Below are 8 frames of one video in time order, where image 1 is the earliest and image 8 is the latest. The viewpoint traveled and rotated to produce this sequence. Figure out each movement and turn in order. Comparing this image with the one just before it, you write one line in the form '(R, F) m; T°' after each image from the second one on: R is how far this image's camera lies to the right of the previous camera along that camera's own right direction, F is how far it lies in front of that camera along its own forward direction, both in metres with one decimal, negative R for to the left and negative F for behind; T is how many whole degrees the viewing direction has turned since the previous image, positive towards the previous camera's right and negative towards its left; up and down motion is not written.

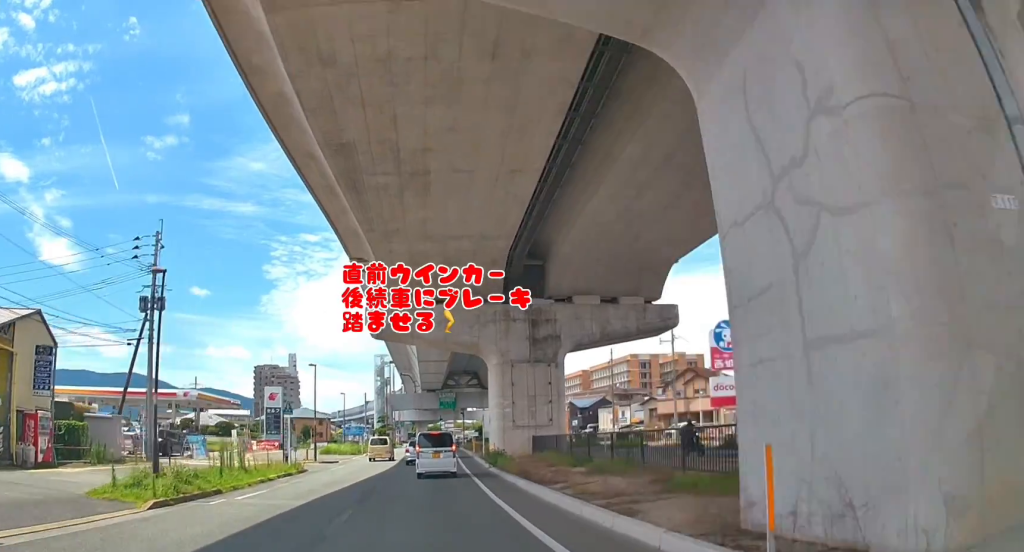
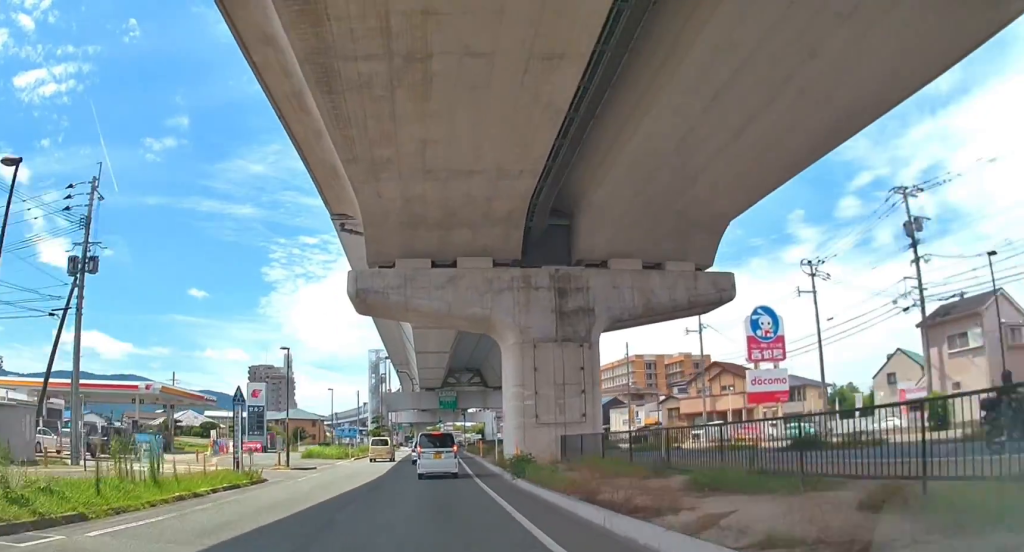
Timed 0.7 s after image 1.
(-0.1, +8.4) m; 0°
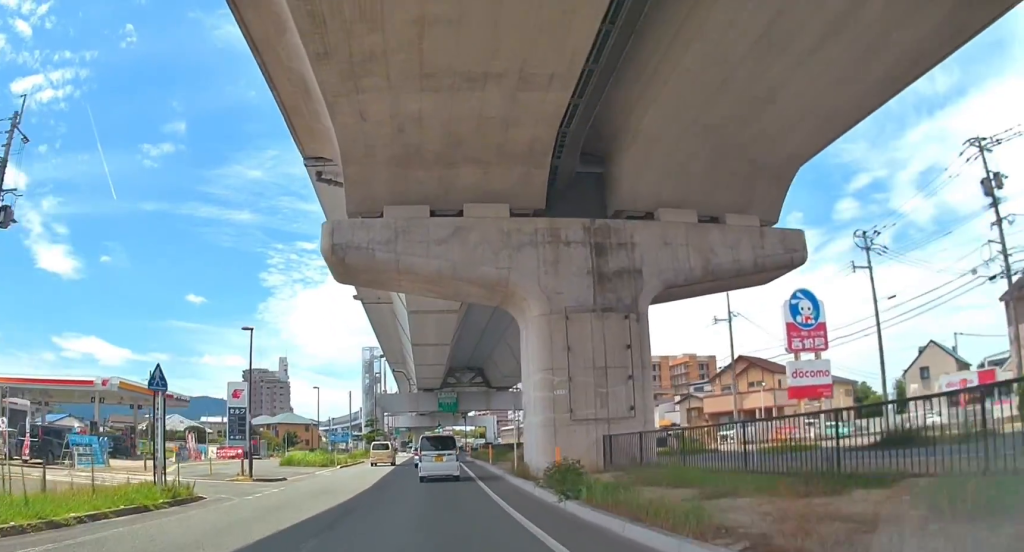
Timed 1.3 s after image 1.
(0.0, +7.0) m; 0°
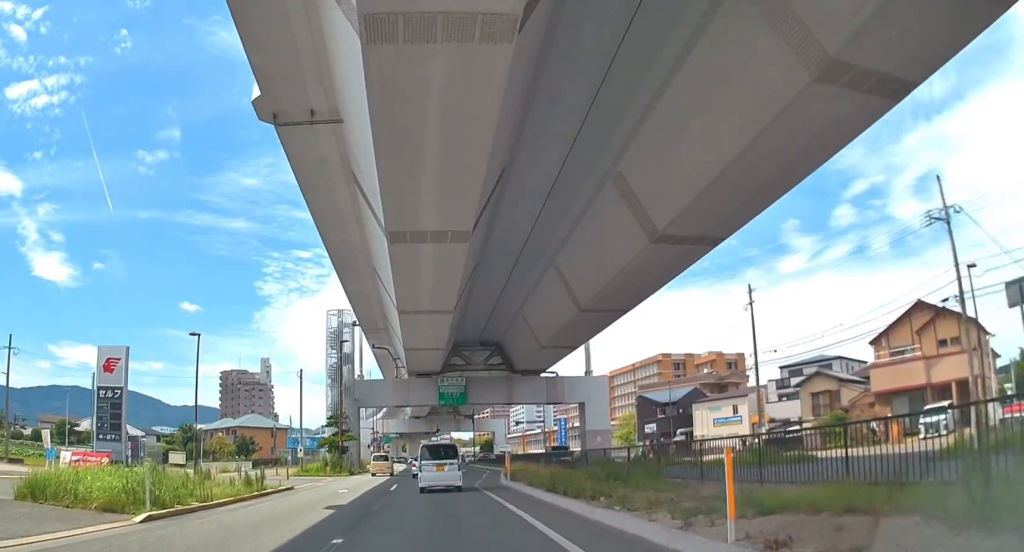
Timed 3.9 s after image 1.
(+0.2, +29.2) m; +2°
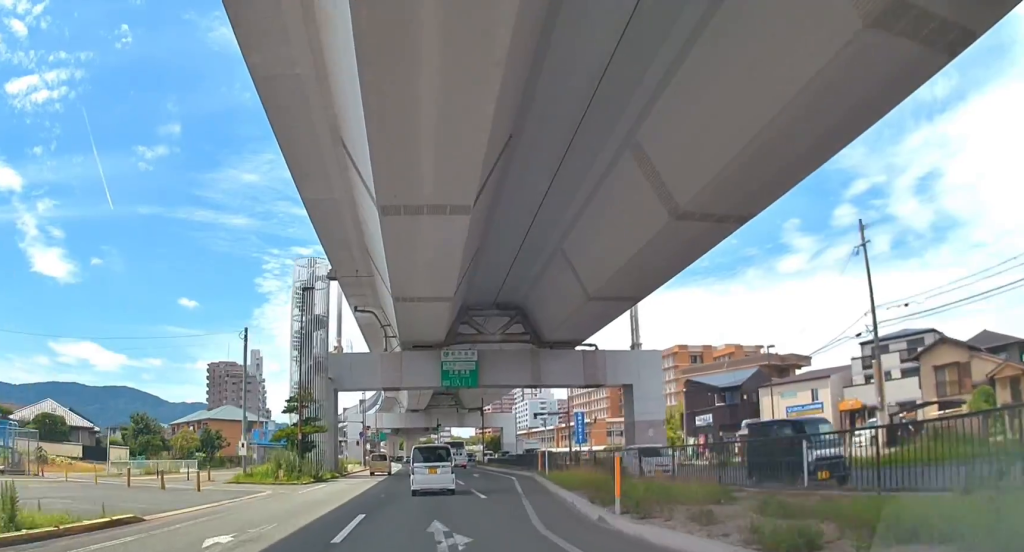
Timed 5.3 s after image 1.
(+0.1, +15.3) m; 0°
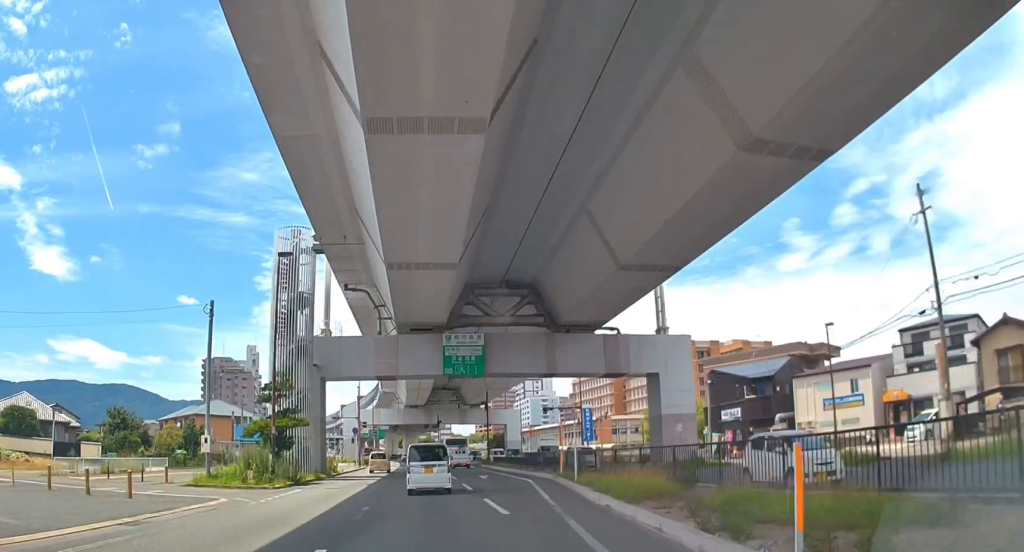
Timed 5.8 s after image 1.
(0.0, +6.1) m; 0°
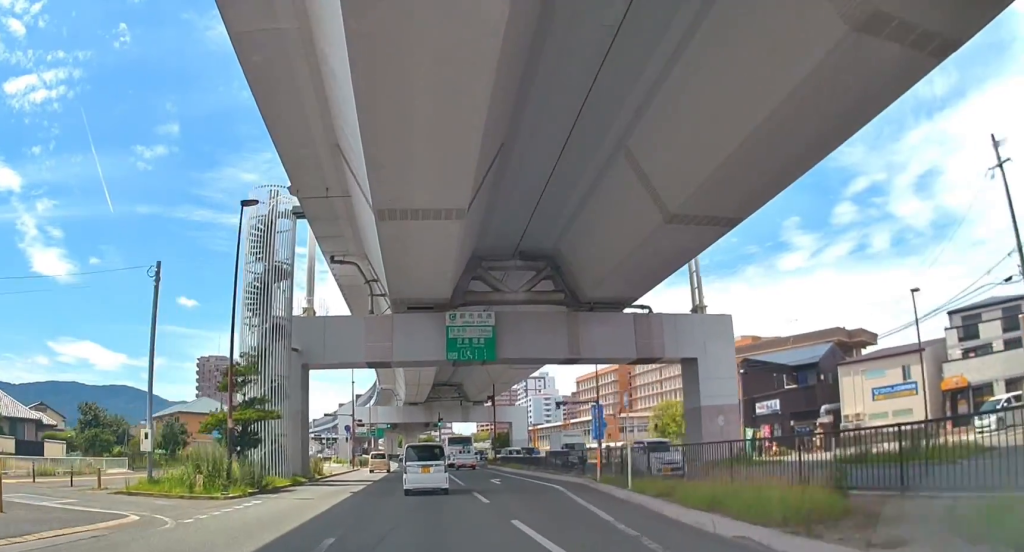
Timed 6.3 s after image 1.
(0.0, +6.2) m; 0°
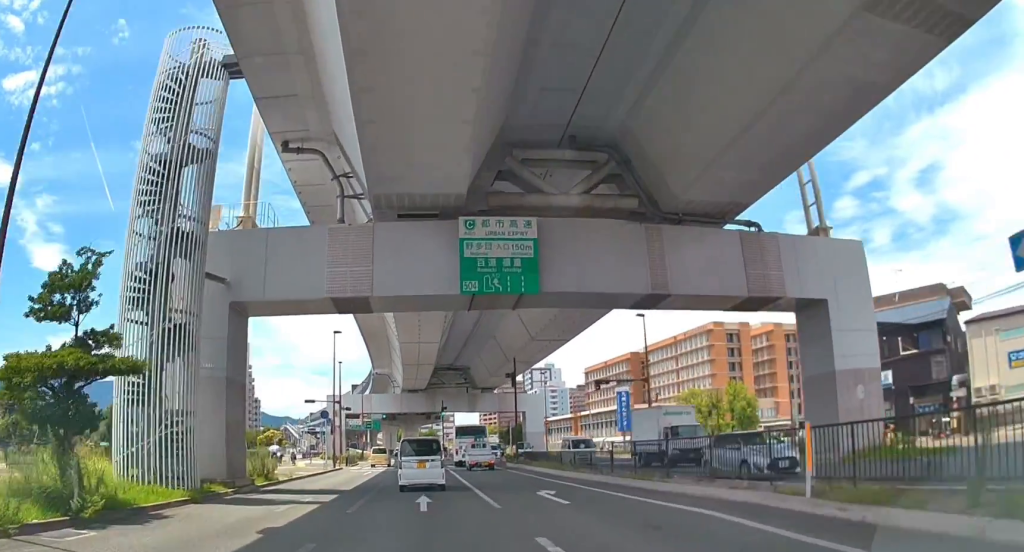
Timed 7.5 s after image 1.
(0.0, +13.3) m; 0°
